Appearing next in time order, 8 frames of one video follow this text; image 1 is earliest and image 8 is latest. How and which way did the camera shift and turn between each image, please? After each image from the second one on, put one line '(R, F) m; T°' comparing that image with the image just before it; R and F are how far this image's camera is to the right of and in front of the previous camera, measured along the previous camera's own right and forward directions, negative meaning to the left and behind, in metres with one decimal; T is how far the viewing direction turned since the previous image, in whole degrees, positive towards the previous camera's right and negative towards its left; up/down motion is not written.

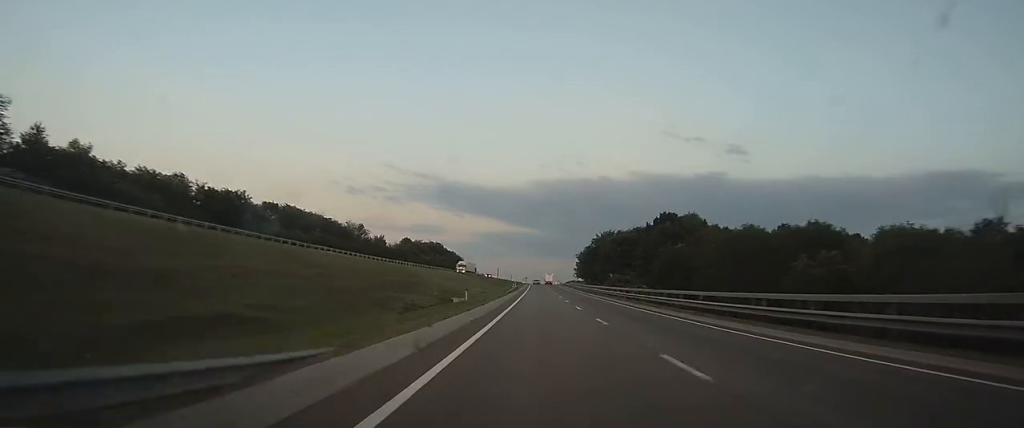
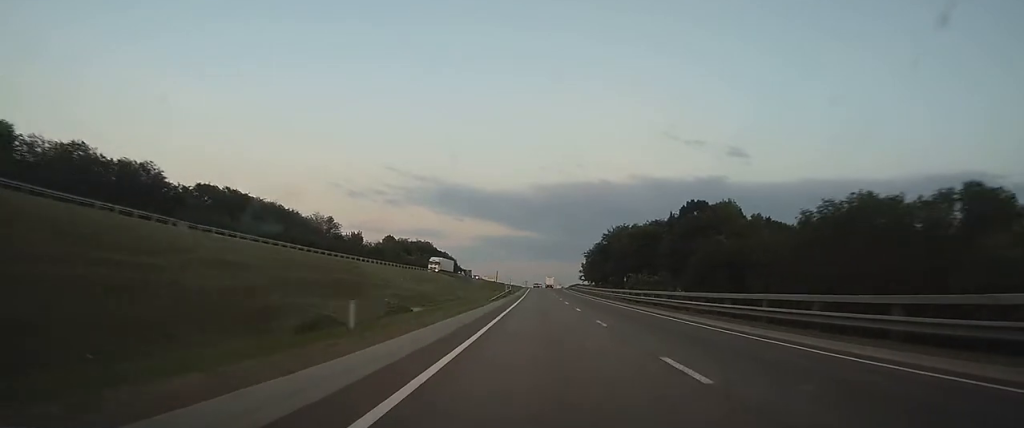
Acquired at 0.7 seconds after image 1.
(0.0, +24.2) m; 0°
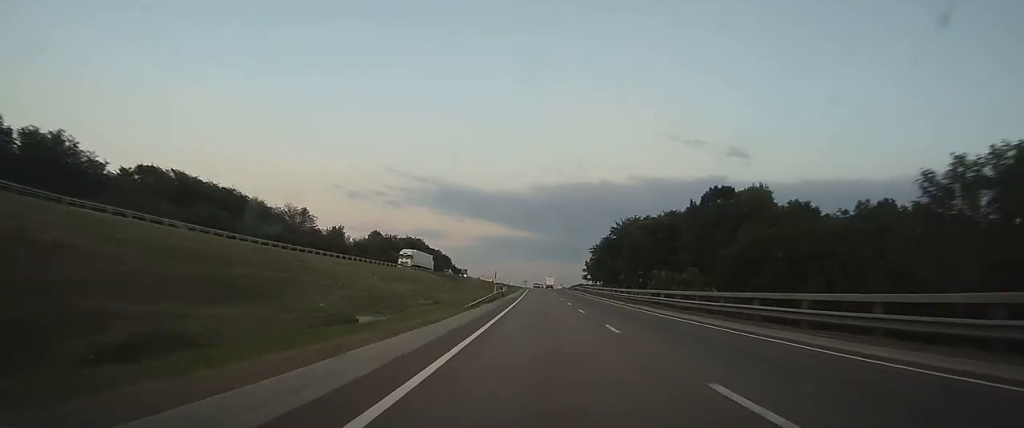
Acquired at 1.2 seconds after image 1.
(0.0, +15.3) m; 0°
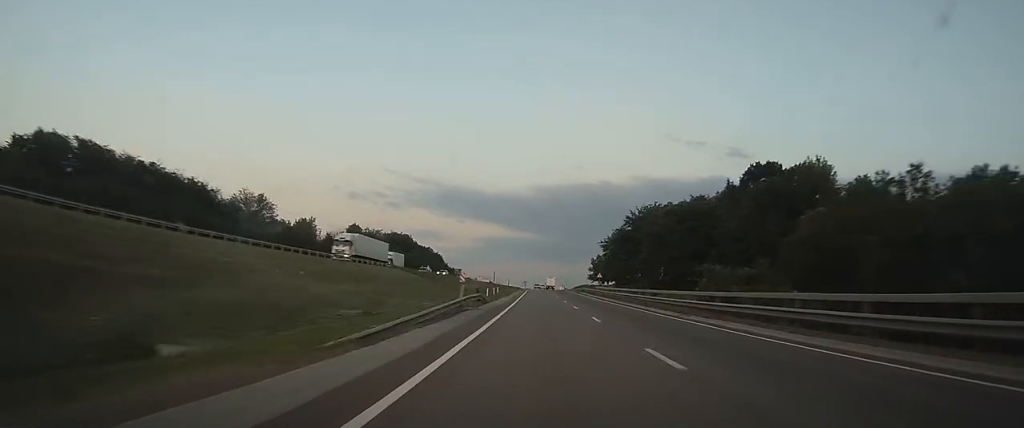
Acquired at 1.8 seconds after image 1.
(-0.1, +19.2) m; 0°
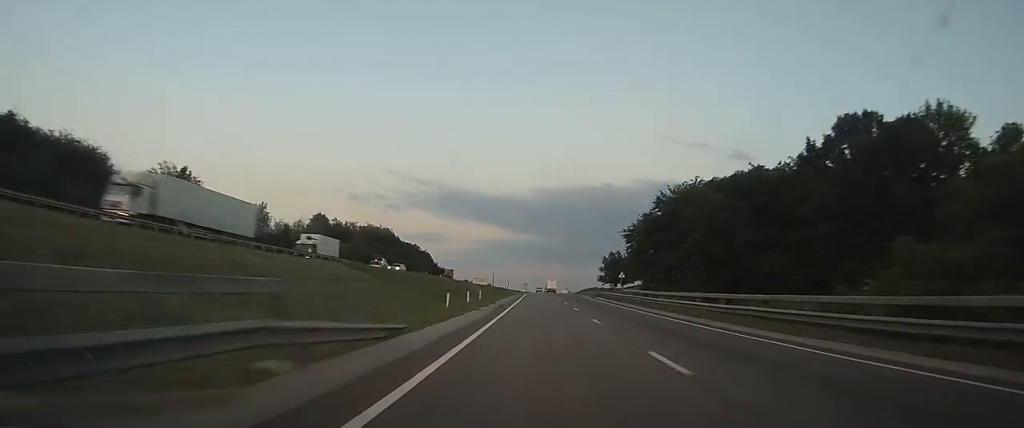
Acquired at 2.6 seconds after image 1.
(-0.1, +24.3) m; 0°
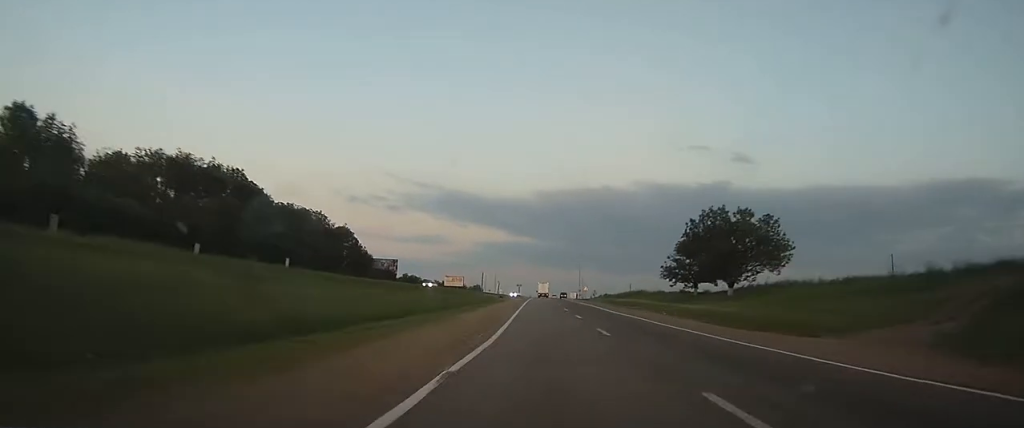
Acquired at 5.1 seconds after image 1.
(+0.3, +76.8) m; +1°
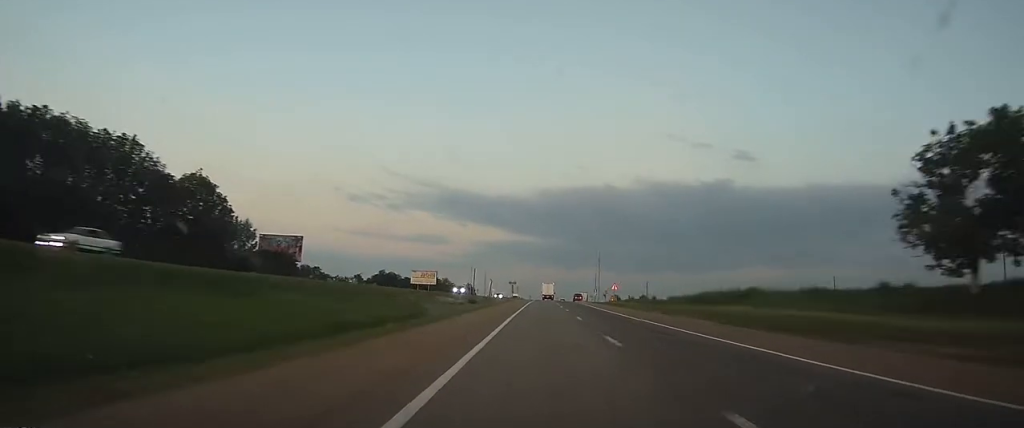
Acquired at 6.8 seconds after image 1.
(+0.1, +49.3) m; 0°
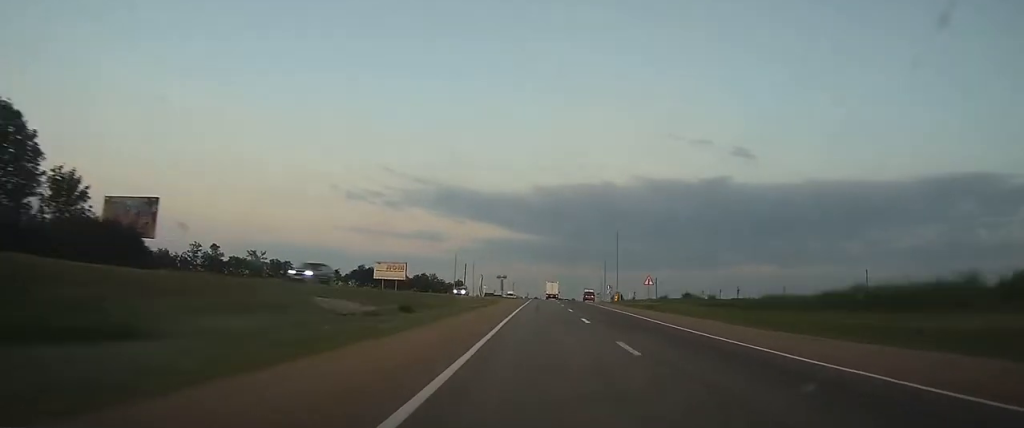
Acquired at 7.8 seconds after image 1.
(+0.1, +28.3) m; 0°
